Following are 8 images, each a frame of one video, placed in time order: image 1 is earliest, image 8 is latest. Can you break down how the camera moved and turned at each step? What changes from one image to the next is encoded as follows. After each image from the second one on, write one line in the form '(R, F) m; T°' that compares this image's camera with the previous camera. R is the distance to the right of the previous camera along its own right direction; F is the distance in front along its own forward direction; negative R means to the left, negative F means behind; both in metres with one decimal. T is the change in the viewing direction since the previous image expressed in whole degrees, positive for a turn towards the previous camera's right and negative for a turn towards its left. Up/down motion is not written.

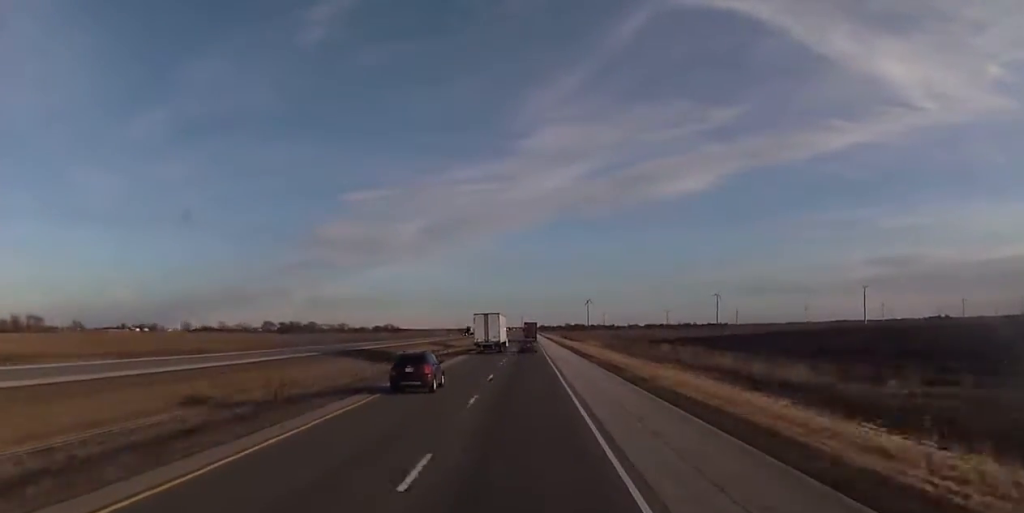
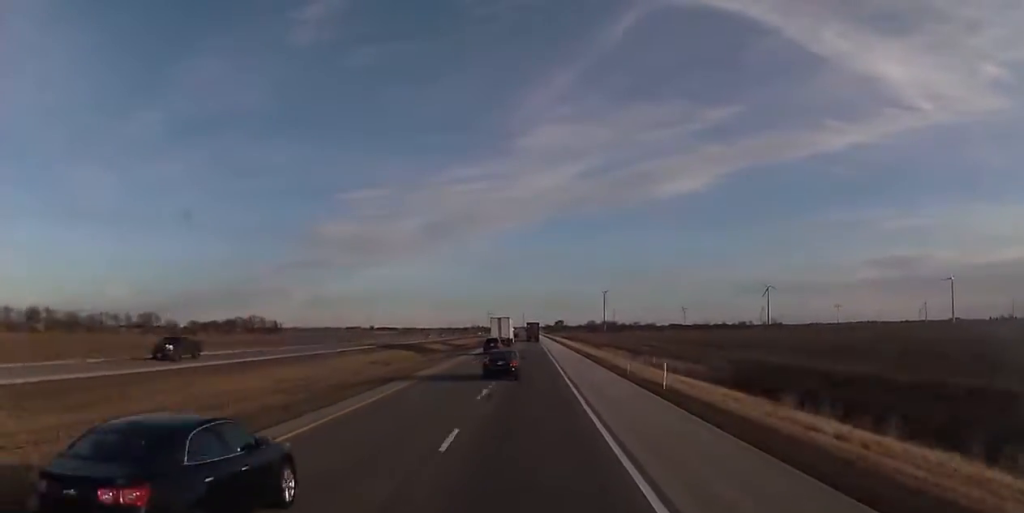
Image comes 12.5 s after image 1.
(-0.9, +388.6) m; 0°
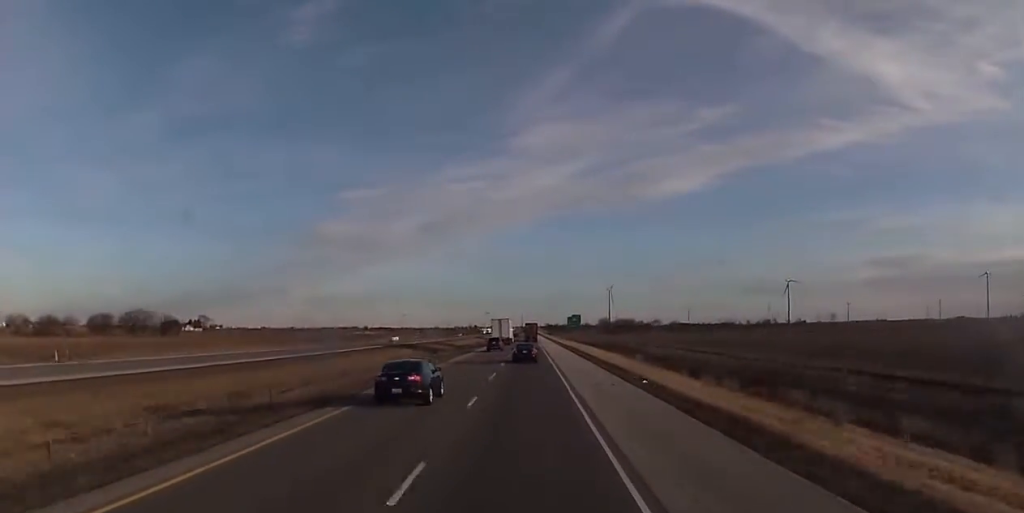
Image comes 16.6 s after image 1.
(0.0, +112.1) m; 0°
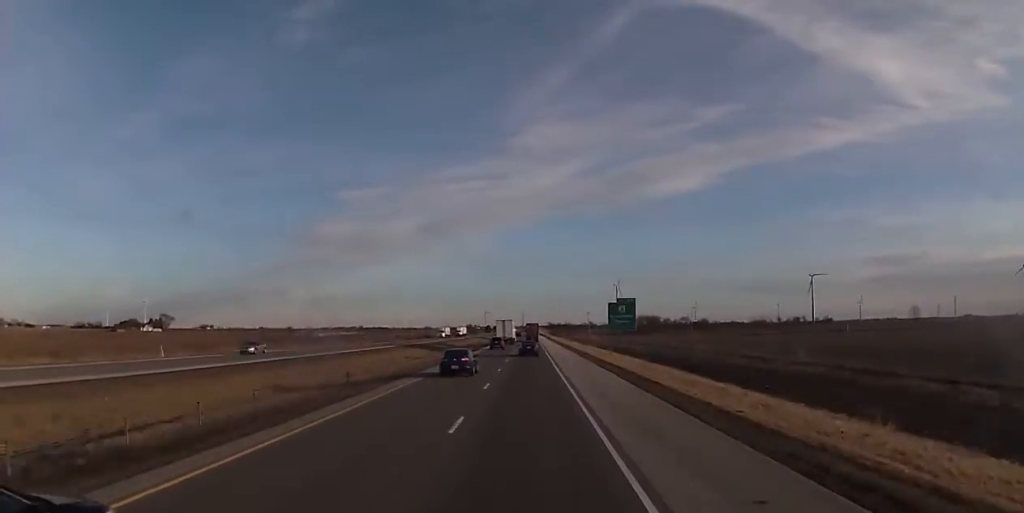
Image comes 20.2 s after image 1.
(0.0, +99.7) m; 0°
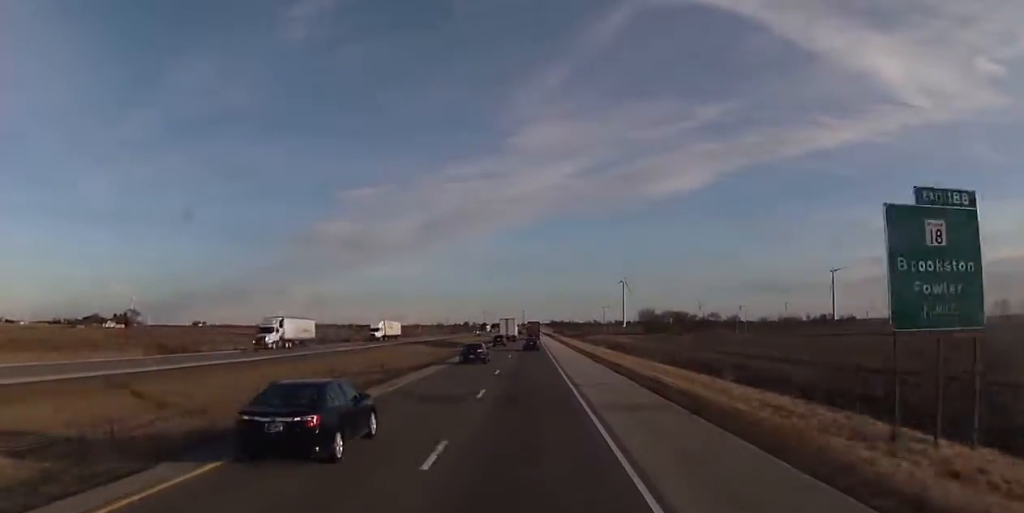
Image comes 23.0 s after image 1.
(-0.3, +73.8) m; 0°
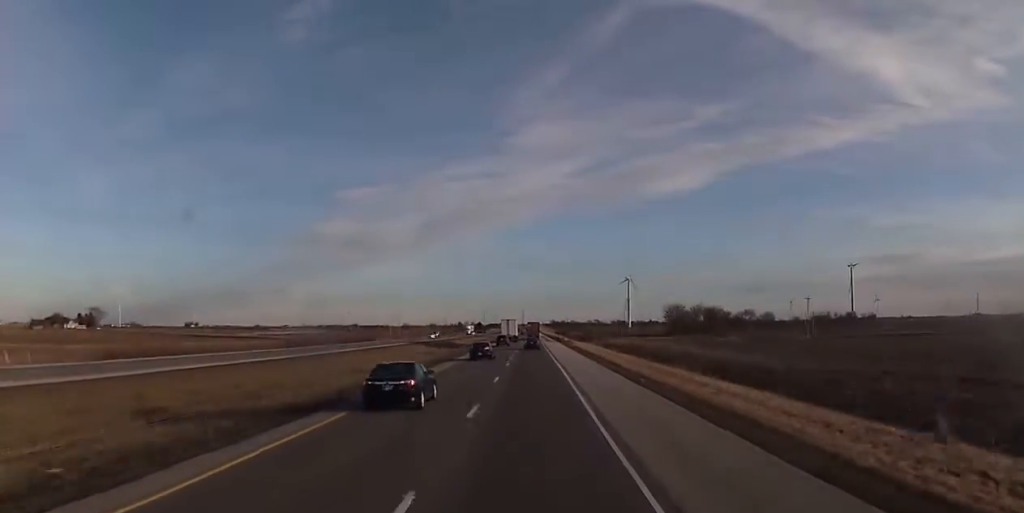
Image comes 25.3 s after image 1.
(+0.2, +65.1) m; 0°
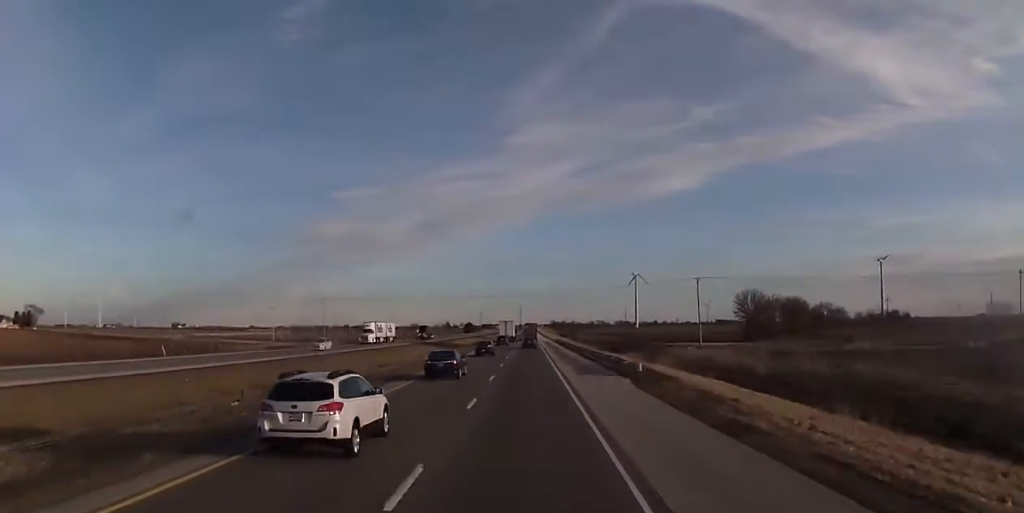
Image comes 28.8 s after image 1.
(+0.6, +97.4) m; 0°
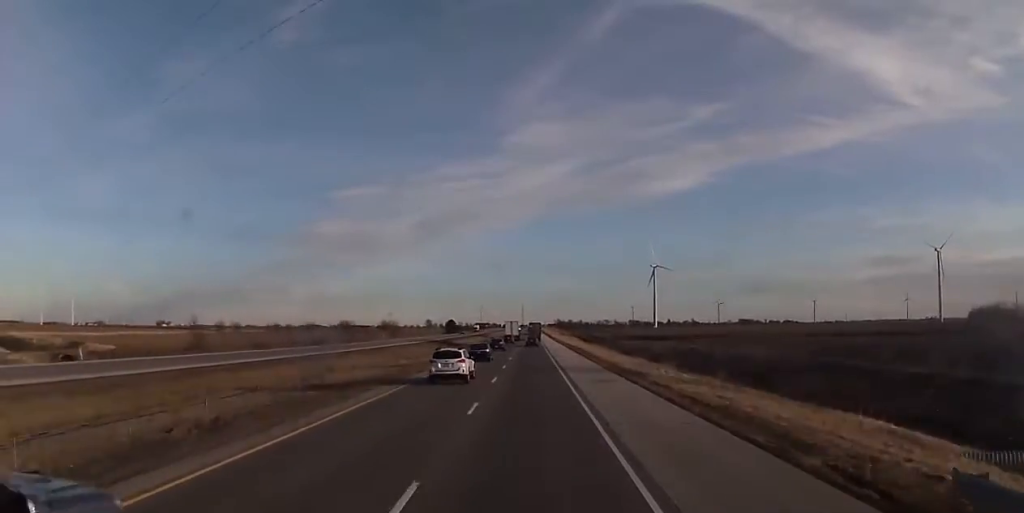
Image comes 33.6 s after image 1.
(-0.6, +134.7) m; 0°
